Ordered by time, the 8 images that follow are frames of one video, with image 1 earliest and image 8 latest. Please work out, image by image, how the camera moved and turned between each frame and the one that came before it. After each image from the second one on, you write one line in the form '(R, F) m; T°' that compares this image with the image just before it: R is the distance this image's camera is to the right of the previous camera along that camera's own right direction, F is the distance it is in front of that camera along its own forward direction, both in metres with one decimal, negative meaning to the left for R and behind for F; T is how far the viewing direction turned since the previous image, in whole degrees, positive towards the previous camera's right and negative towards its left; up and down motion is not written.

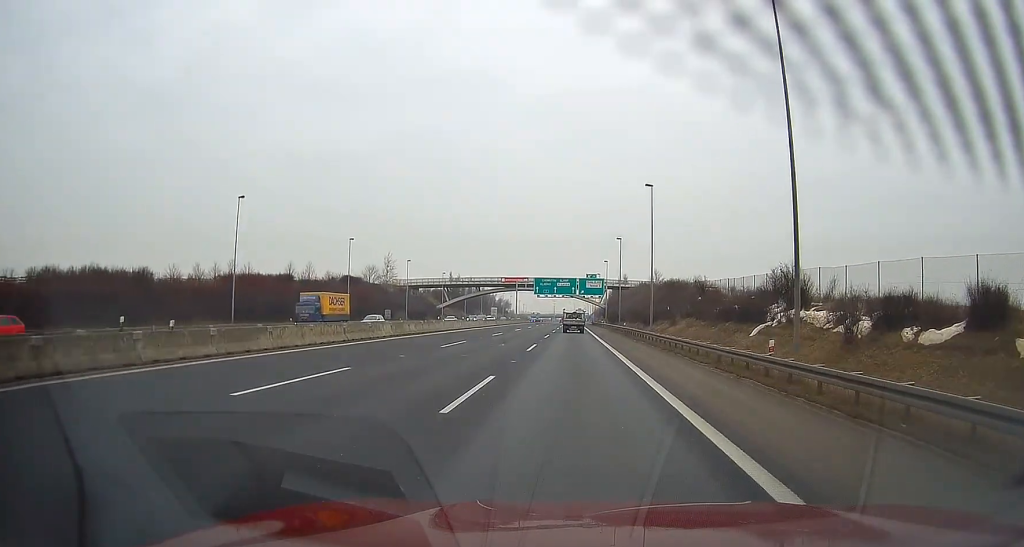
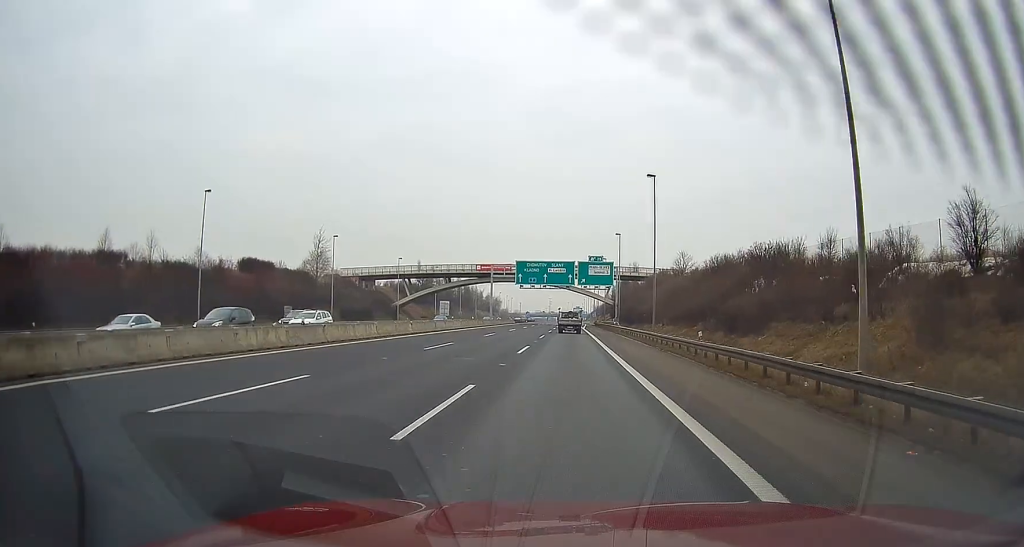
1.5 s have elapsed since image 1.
(-0.5, +38.6) m; -1°
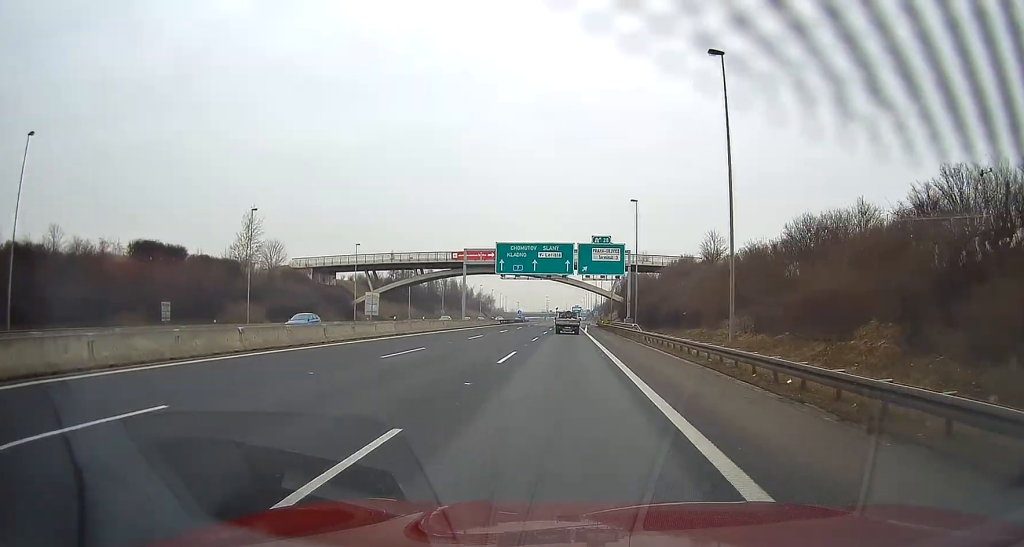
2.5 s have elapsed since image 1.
(0.0, +23.5) m; 0°
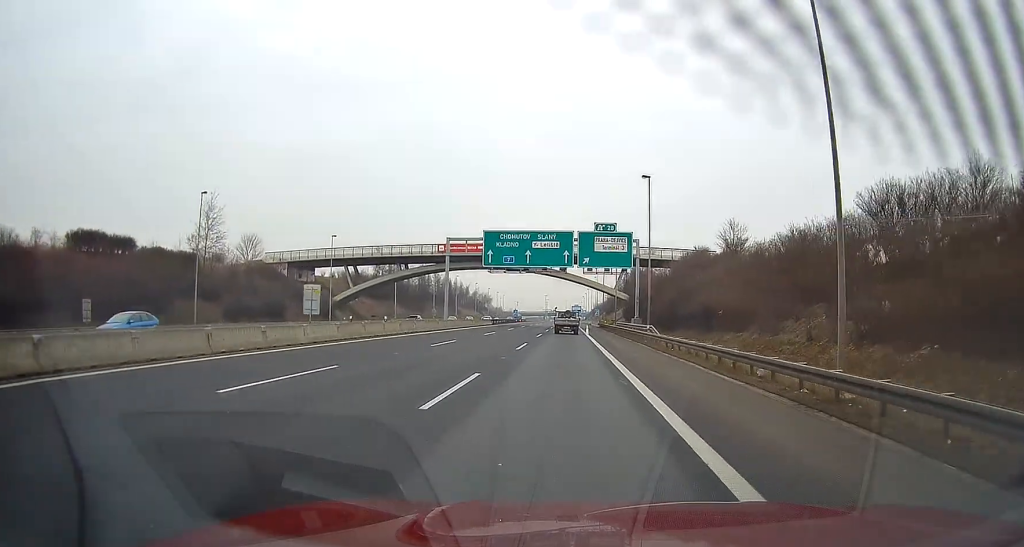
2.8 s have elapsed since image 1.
(+0.1, +10.0) m; 0°
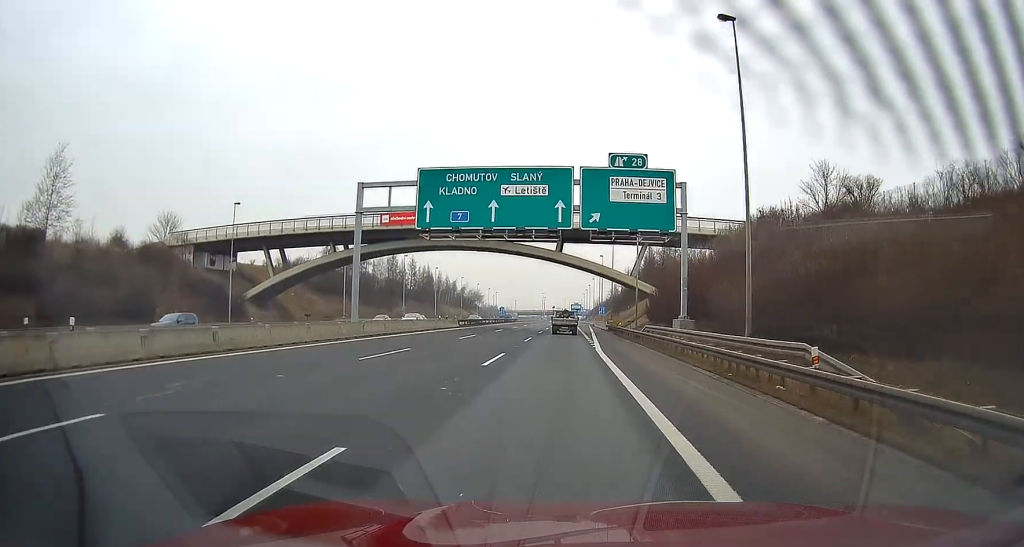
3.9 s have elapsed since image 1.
(+0.1, +27.0) m; 0°
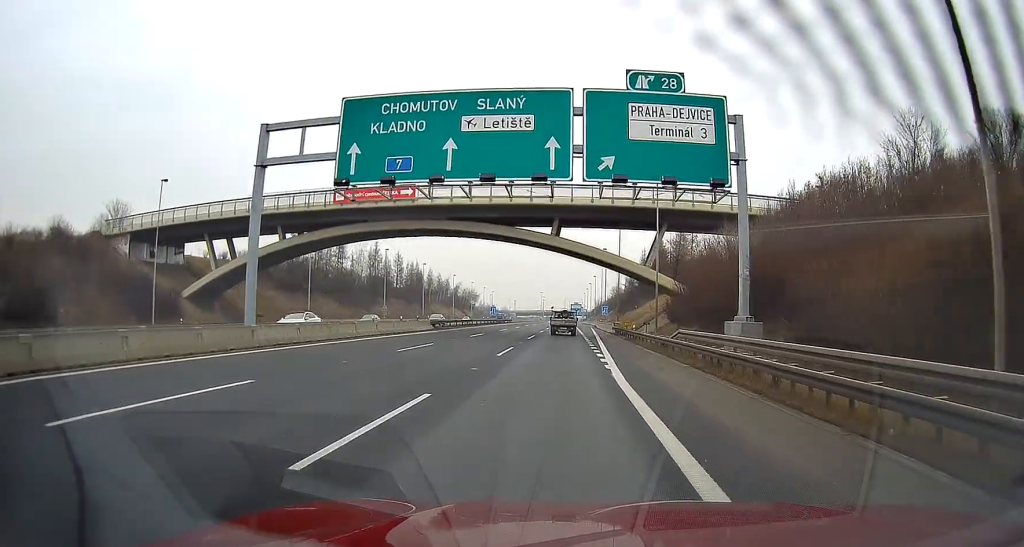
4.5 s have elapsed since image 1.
(0.0, +12.9) m; 0°
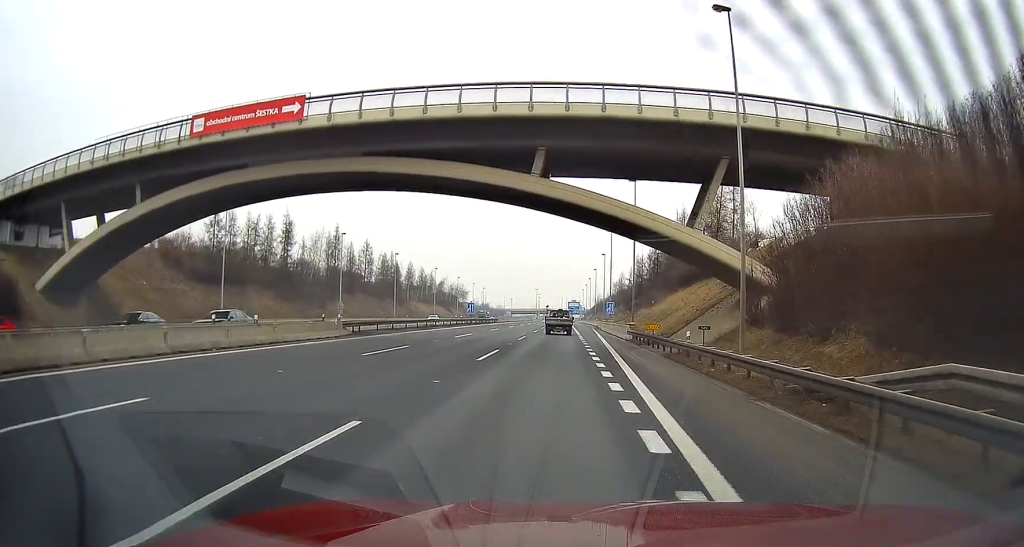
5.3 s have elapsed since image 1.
(0.0, +21.1) m; 0°
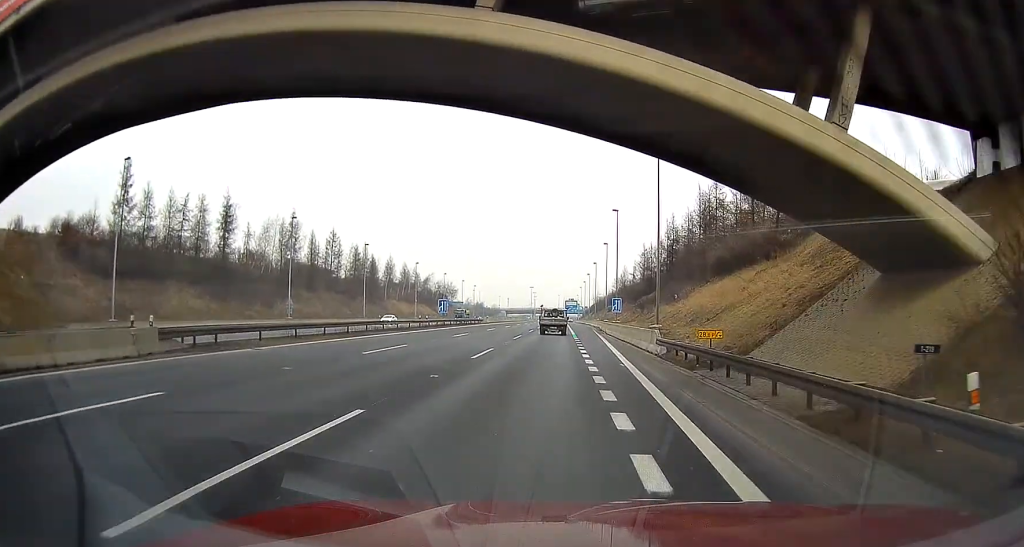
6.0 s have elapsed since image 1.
(0.0, +16.8) m; 0°
